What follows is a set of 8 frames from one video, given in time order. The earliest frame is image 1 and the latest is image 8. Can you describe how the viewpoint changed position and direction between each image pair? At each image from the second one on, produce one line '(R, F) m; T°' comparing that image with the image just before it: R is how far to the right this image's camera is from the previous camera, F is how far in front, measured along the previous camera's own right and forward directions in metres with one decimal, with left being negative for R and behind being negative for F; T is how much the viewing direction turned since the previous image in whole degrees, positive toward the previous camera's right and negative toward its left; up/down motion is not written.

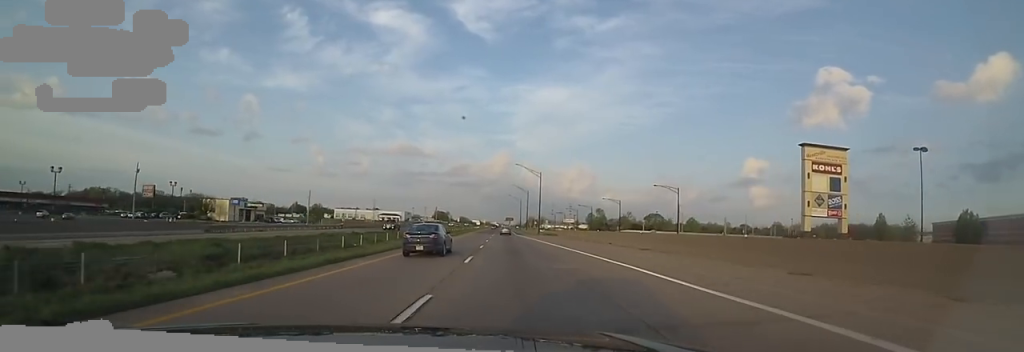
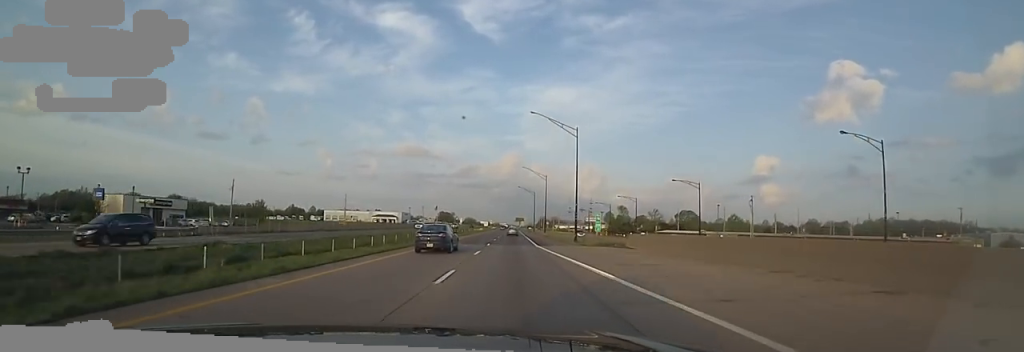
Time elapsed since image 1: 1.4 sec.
(-1.8, +41.8) m; -3°
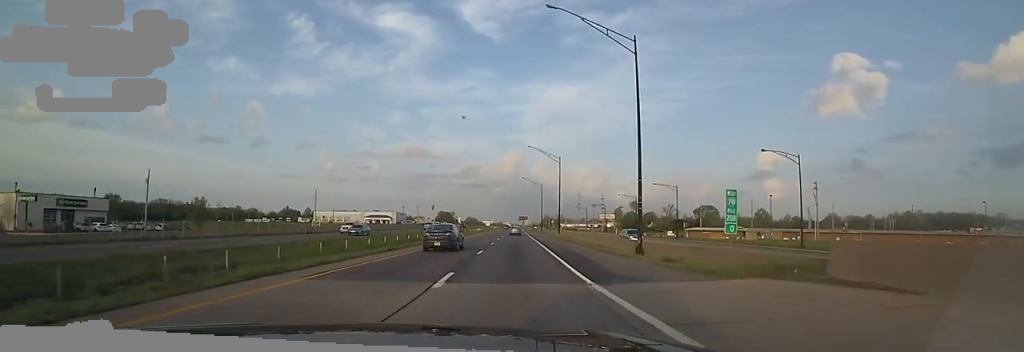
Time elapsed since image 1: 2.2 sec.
(+0.5, +24.3) m; +1°
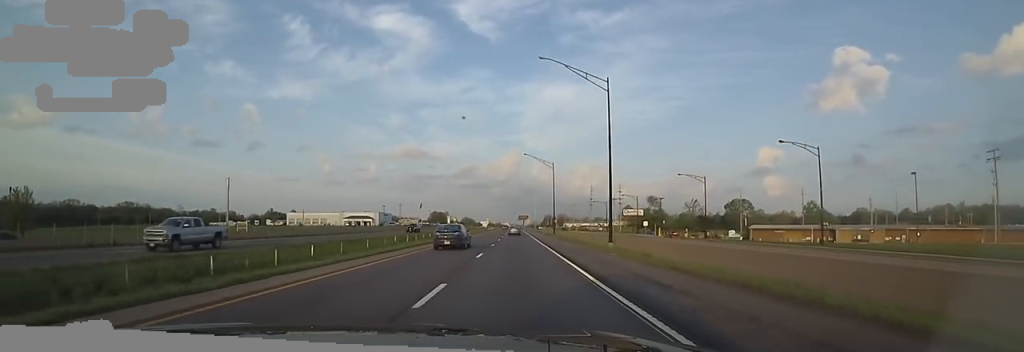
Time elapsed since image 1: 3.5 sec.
(+0.2, +39.3) m; +1°
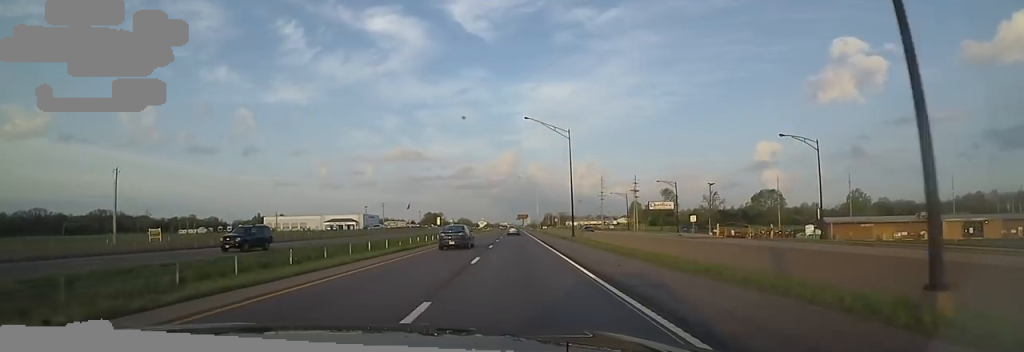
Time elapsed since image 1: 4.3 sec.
(+0.5, +27.7) m; 0°
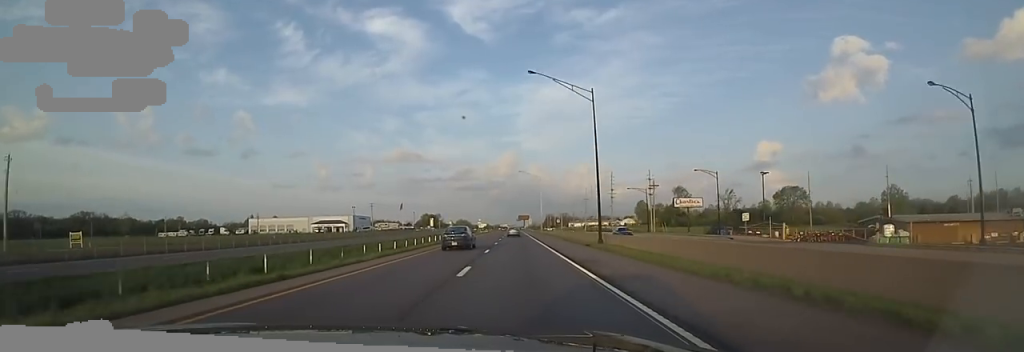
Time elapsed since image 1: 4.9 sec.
(-0.2, +17.3) m; -1°
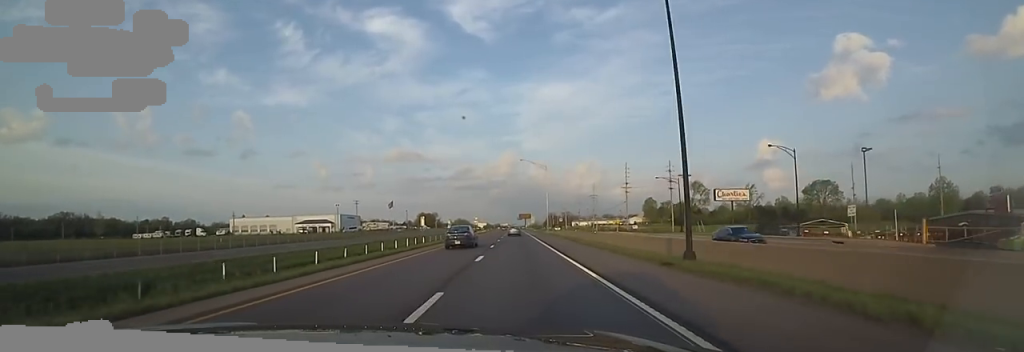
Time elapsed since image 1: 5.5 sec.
(-0.2, +19.5) m; -1°
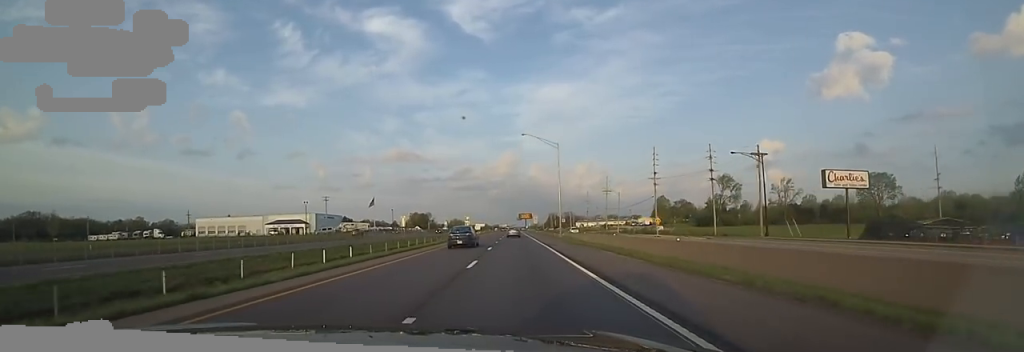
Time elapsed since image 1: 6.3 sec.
(-0.1, +28.4) m; 0°
